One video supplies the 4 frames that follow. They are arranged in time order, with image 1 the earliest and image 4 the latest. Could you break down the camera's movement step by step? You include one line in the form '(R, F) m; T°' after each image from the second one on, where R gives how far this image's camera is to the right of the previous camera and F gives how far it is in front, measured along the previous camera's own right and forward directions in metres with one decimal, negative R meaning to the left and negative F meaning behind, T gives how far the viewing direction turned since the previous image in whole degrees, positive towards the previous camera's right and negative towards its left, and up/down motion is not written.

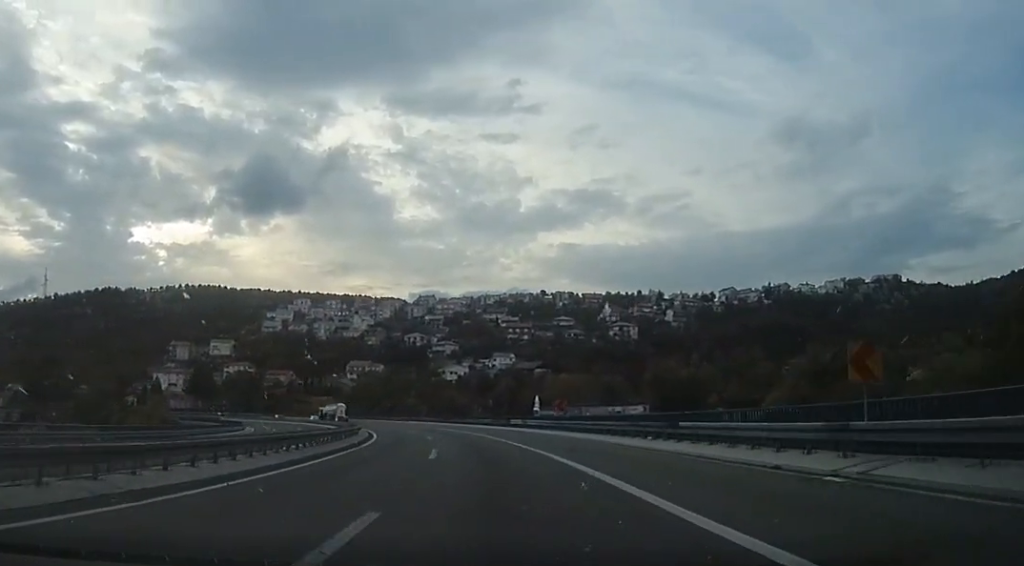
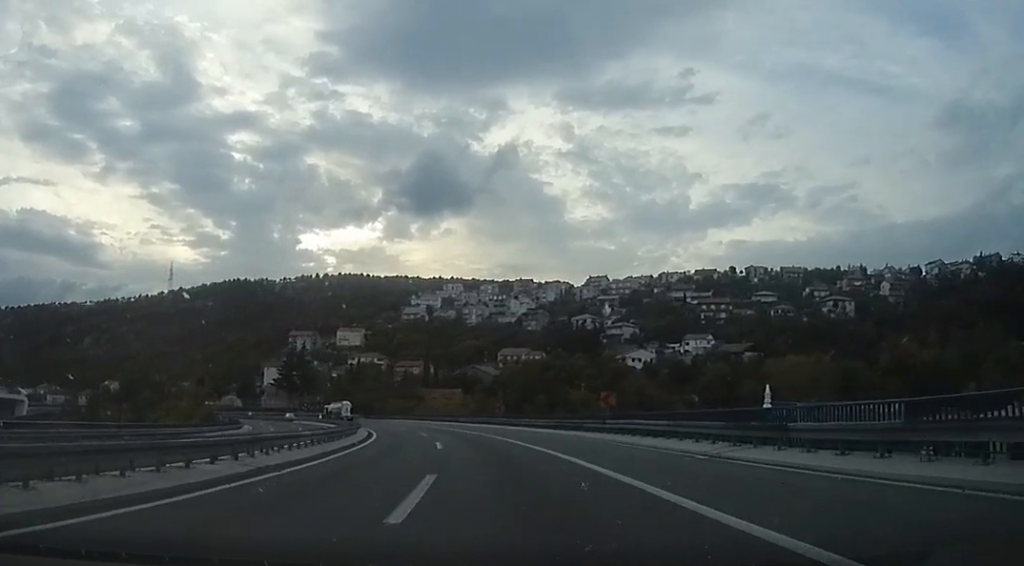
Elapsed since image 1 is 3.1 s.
(-9.2, +64.0) m; -17°
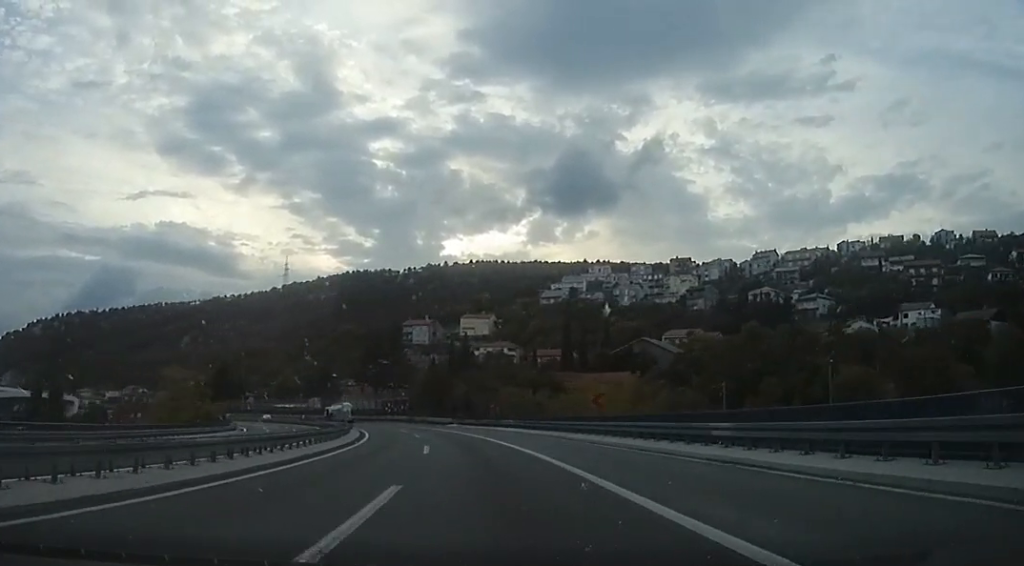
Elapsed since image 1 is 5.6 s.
(-5.1, +55.1) m; -11°
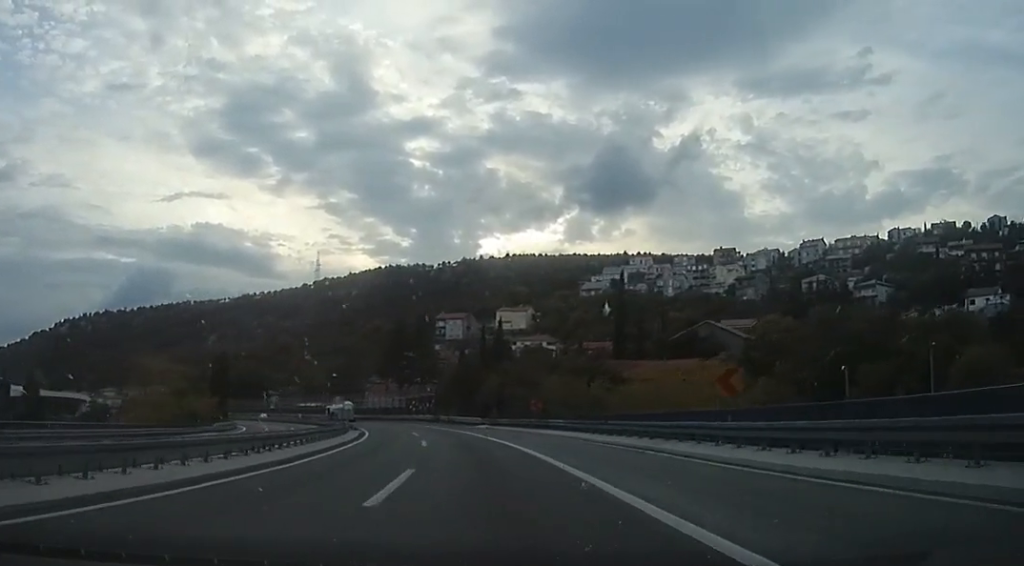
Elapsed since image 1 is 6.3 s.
(+0.3, +13.9) m; -3°
